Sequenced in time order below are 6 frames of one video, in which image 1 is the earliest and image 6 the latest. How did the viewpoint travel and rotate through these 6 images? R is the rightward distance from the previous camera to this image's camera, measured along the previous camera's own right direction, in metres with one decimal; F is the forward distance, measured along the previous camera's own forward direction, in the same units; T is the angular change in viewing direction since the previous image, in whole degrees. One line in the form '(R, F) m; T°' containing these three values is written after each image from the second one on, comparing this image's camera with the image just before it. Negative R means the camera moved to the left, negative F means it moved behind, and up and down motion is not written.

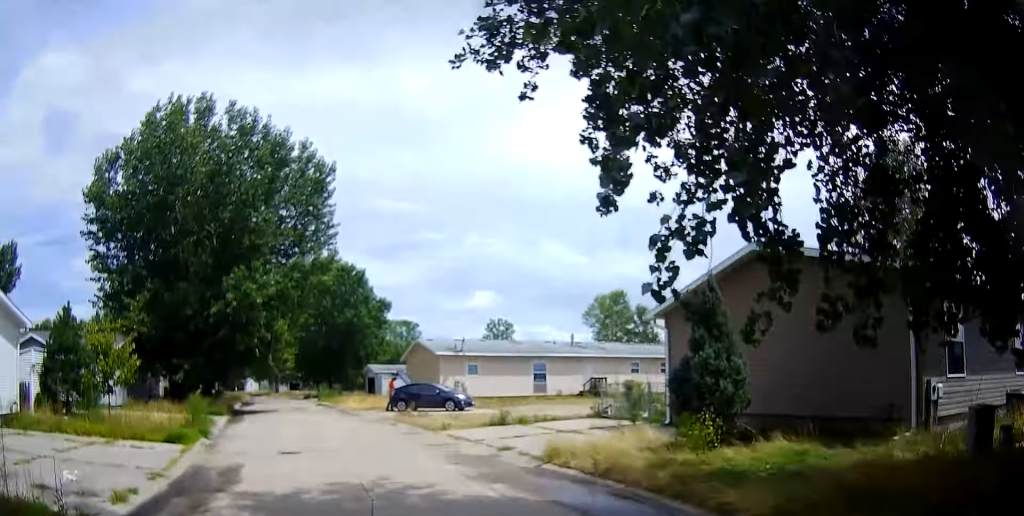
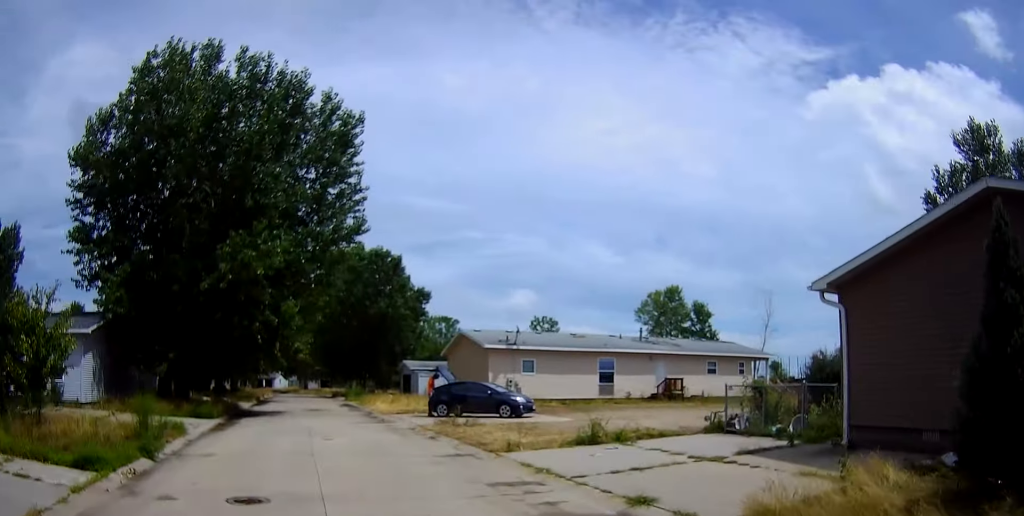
(-0.3, +6.4) m; -7°
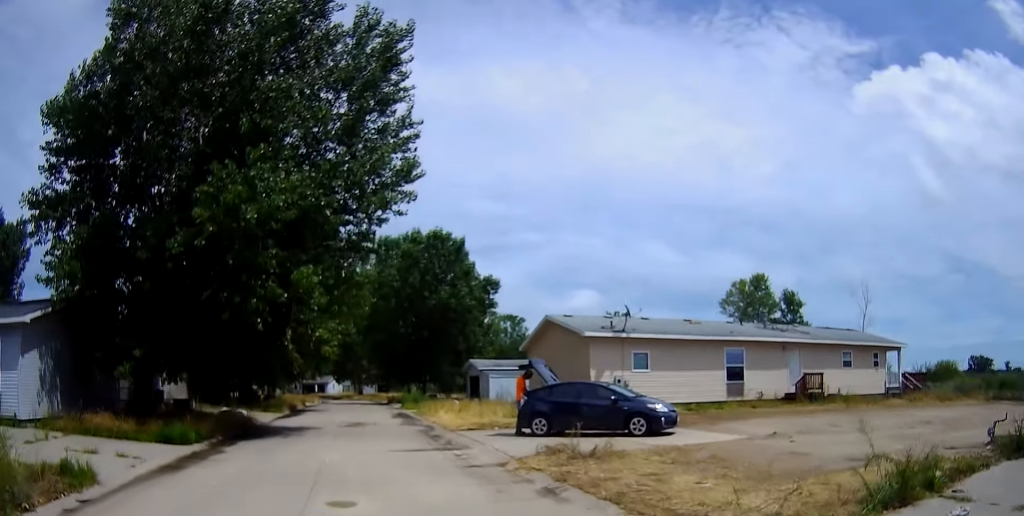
(-0.6, +8.1) m; -6°
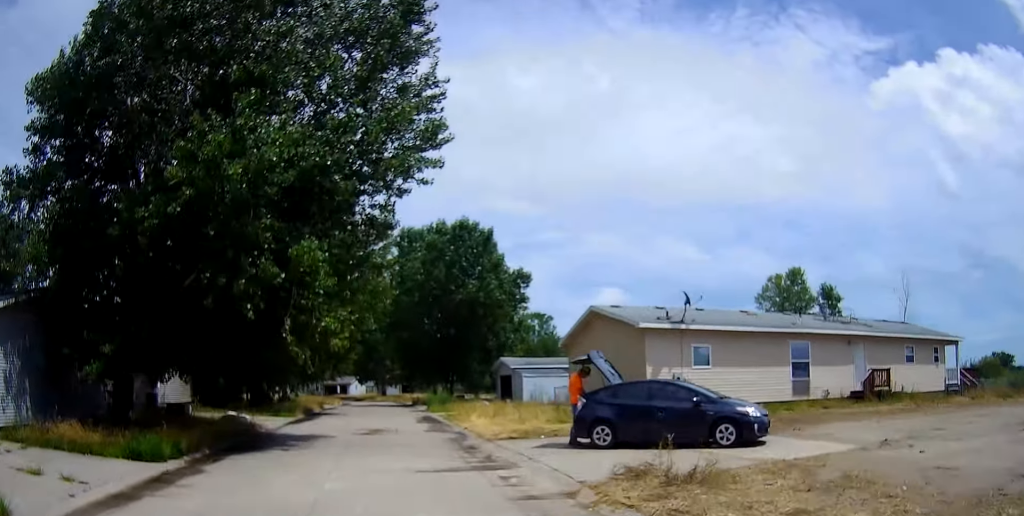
(0.0, +3.3) m; -1°
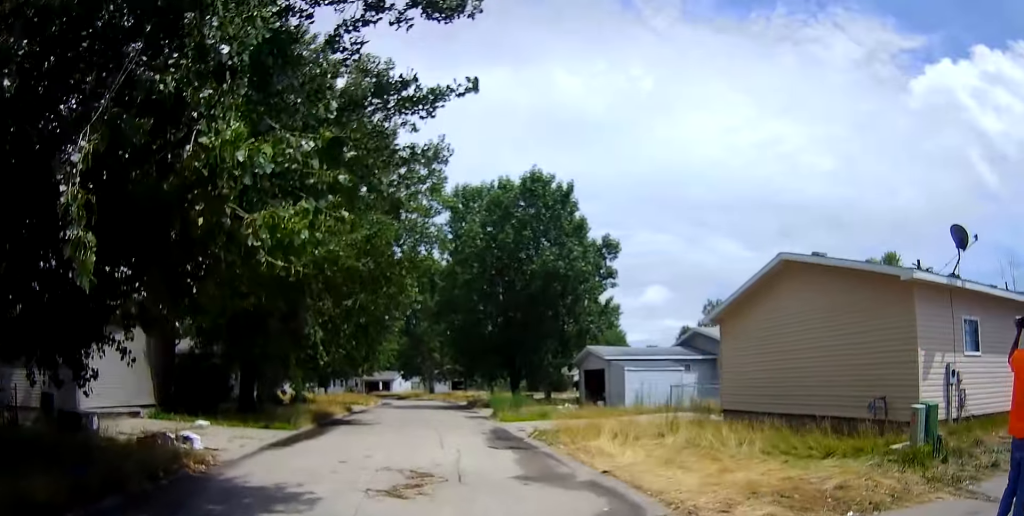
(0.0, +10.8) m; 0°
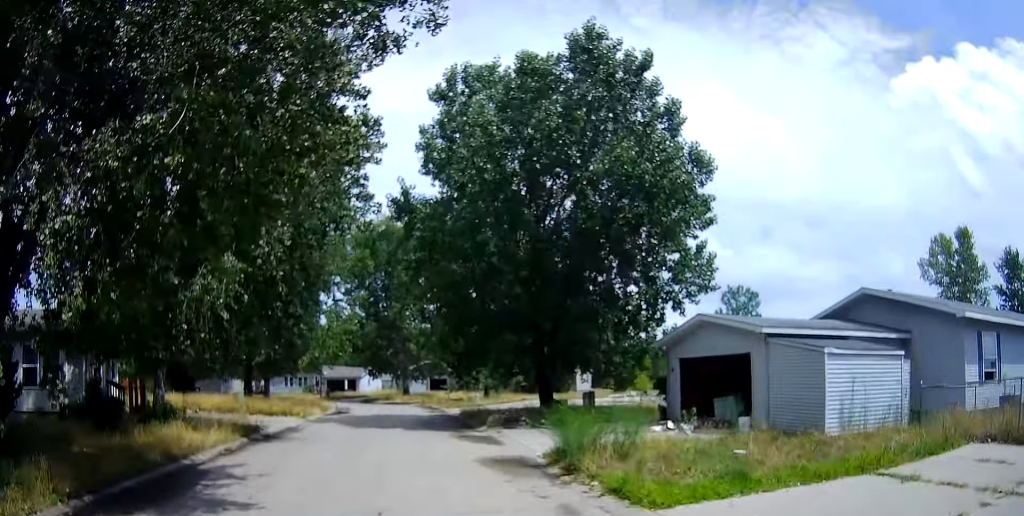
(-0.1, +16.2) m; -1°
